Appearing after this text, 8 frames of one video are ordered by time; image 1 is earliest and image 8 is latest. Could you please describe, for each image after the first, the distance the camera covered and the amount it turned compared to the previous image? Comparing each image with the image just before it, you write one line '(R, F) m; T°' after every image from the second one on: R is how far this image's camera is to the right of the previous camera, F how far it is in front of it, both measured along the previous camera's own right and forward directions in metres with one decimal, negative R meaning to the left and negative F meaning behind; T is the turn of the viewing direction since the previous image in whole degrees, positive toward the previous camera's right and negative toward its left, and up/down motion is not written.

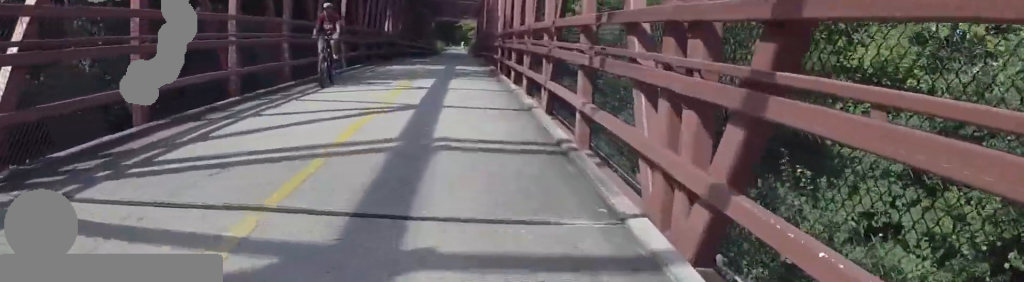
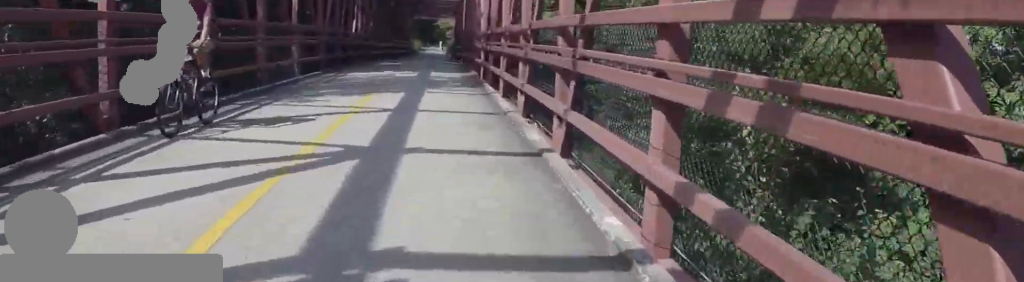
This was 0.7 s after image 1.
(0.0, +2.8) m; 0°
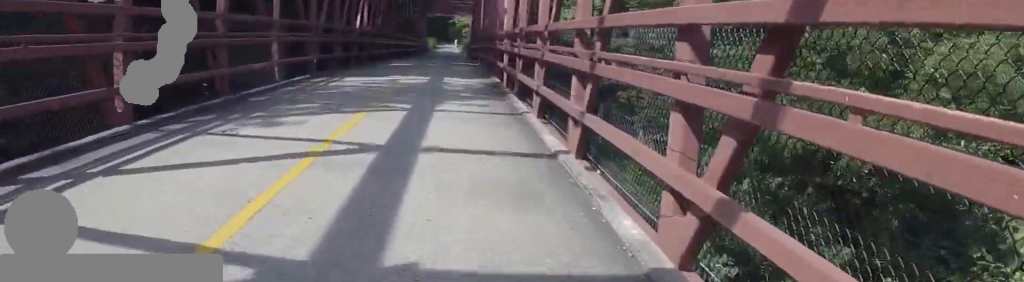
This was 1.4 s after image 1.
(0.0, +2.9) m; 0°
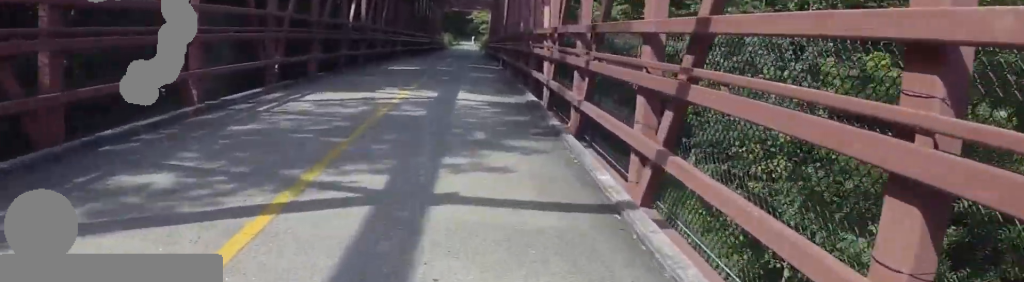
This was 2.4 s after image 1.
(0.0, +5.0) m; 0°
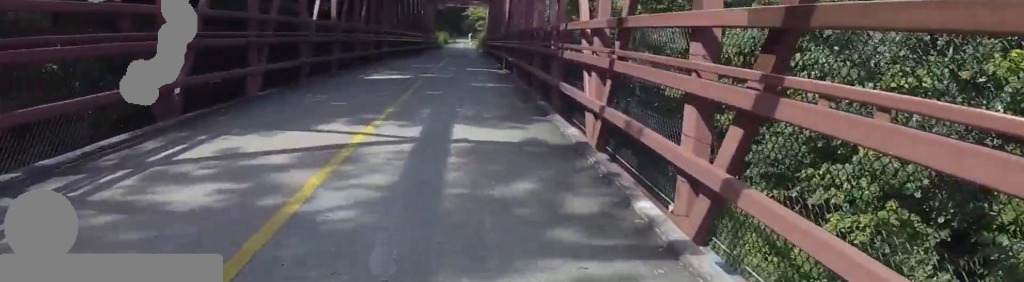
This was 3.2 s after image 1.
(0.0, +4.2) m; 0°
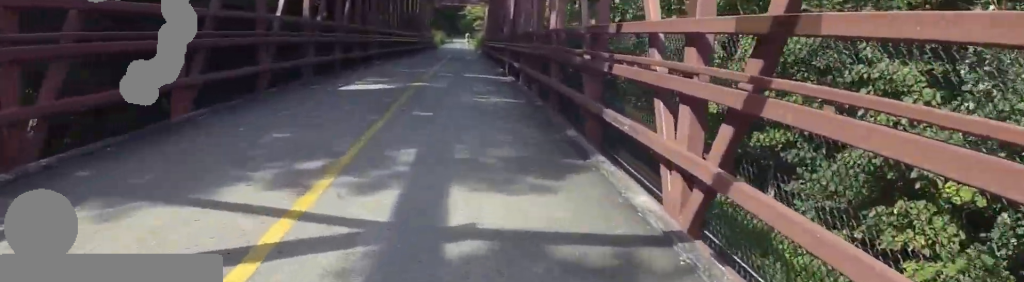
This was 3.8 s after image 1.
(0.0, +2.8) m; 0°
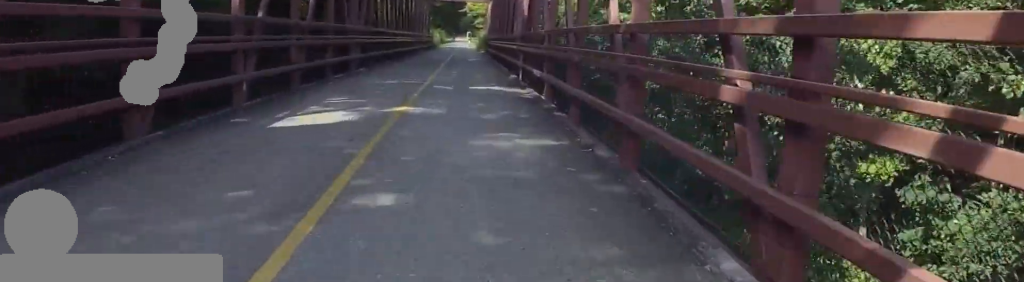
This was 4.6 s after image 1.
(0.0, +4.4) m; 0°
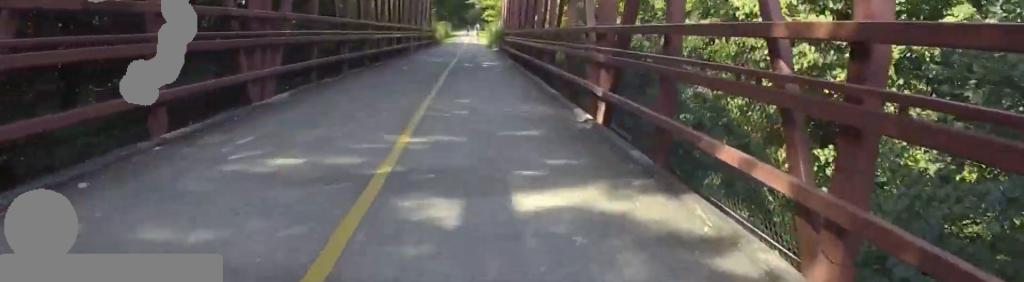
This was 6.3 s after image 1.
(0.0, +8.5) m; 0°
